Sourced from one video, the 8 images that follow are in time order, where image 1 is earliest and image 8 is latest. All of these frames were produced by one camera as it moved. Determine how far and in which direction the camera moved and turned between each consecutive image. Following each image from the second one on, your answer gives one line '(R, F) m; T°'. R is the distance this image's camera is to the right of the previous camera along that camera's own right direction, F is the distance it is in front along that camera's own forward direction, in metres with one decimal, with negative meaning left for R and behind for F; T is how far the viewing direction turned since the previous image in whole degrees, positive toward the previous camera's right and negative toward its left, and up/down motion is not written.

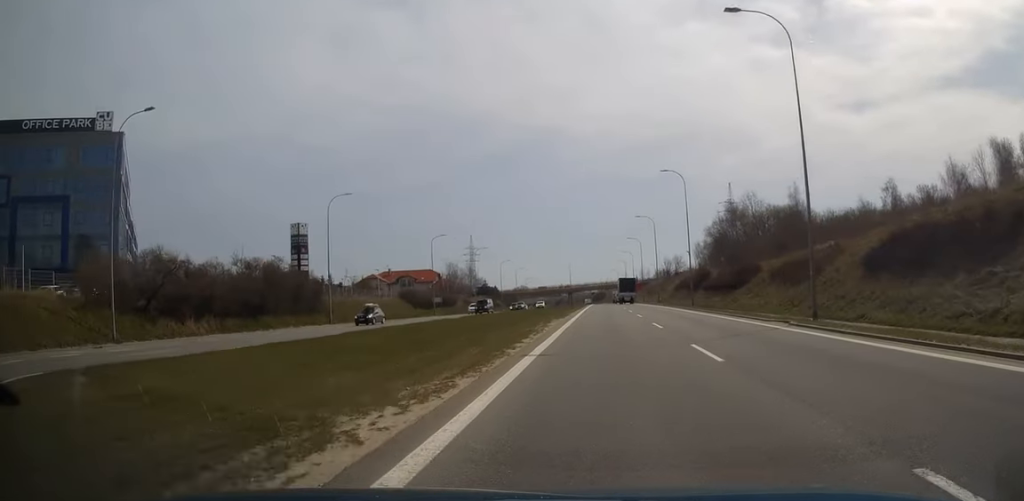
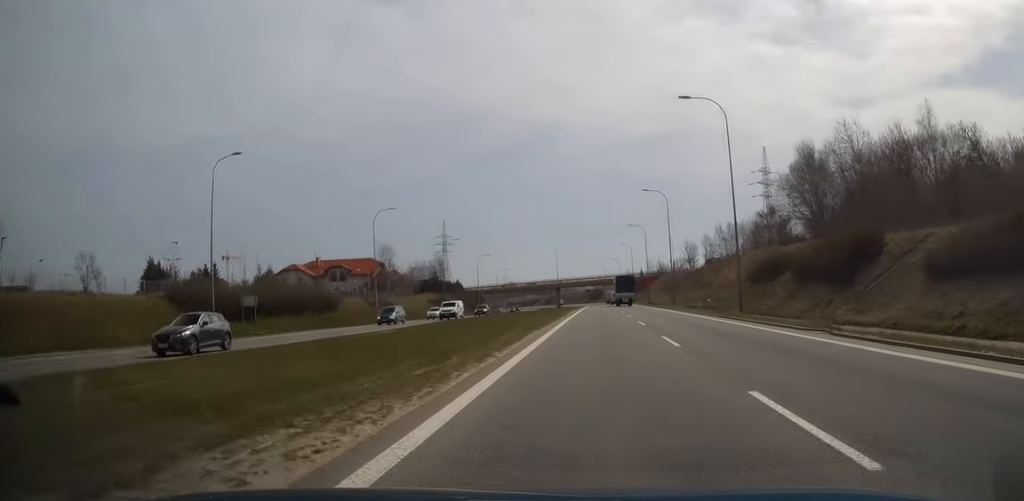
(0.0, +55.4) m; 0°
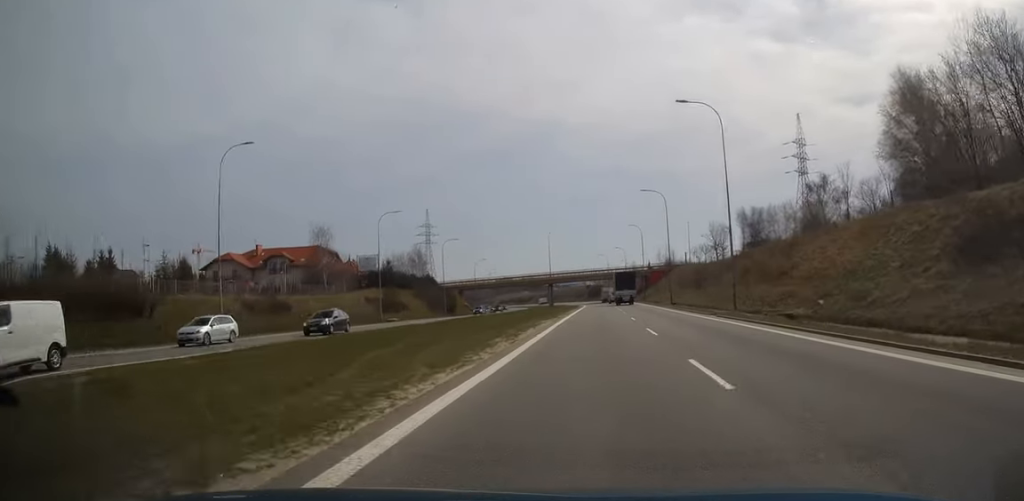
(+0.1, +31.6) m; 0°
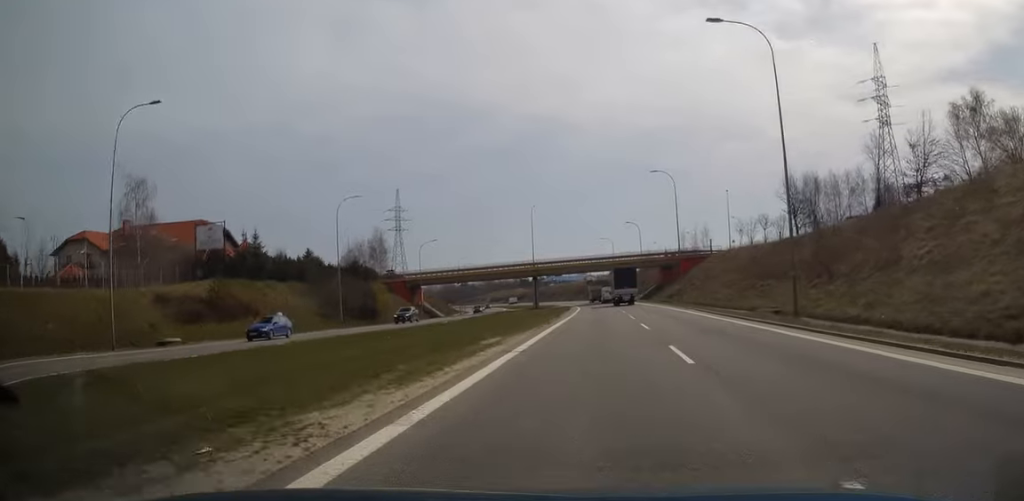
(-0.3, +44.3) m; -1°
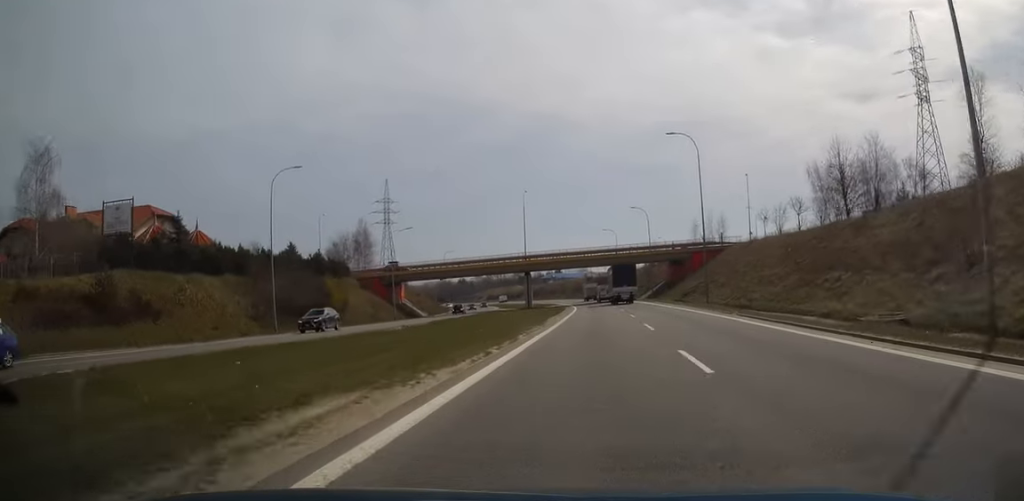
(-0.1, +13.7) m; 0°
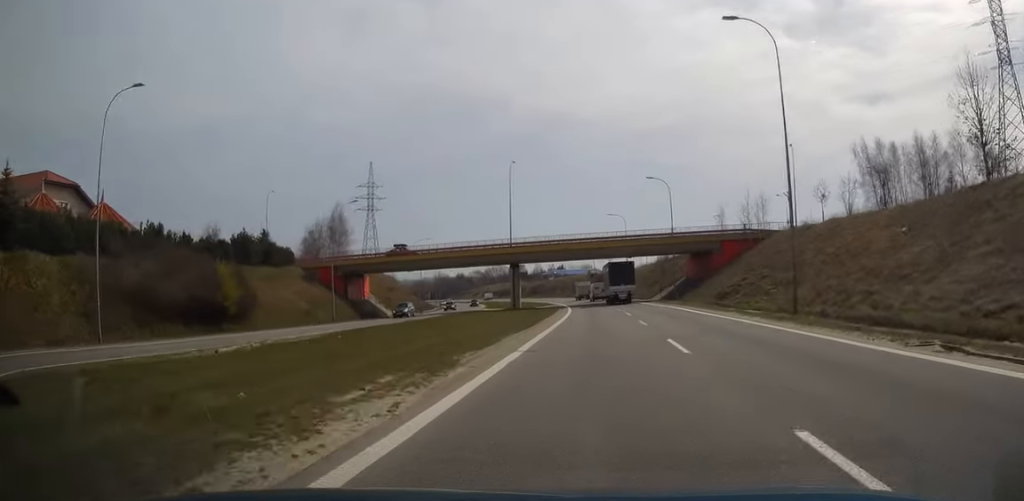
(-0.1, +20.4) m; 0°
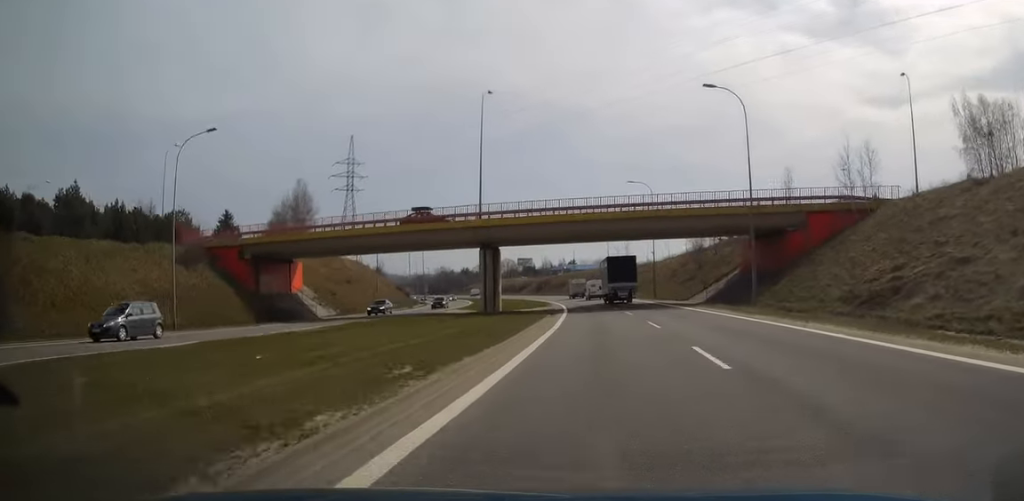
(-0.1, +27.0) m; -1°
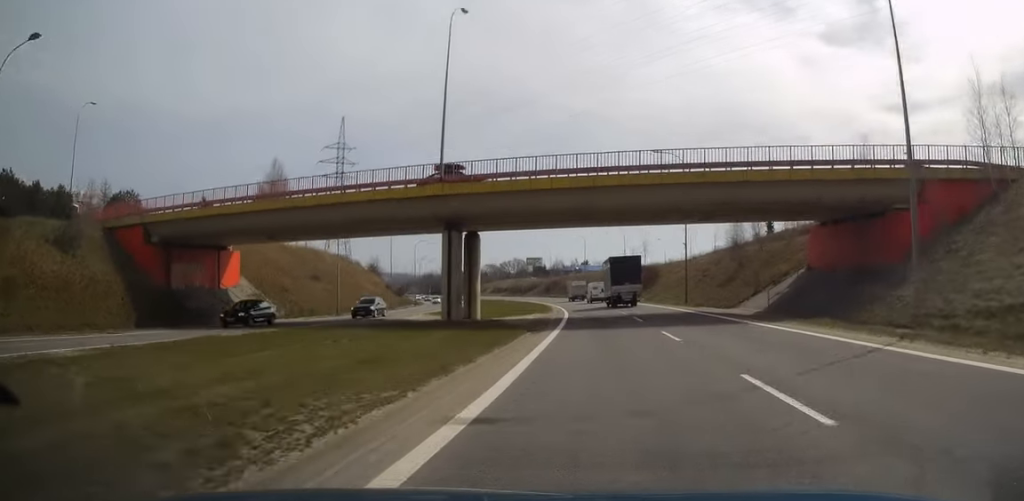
(+0.1, +16.3) m; -1°
